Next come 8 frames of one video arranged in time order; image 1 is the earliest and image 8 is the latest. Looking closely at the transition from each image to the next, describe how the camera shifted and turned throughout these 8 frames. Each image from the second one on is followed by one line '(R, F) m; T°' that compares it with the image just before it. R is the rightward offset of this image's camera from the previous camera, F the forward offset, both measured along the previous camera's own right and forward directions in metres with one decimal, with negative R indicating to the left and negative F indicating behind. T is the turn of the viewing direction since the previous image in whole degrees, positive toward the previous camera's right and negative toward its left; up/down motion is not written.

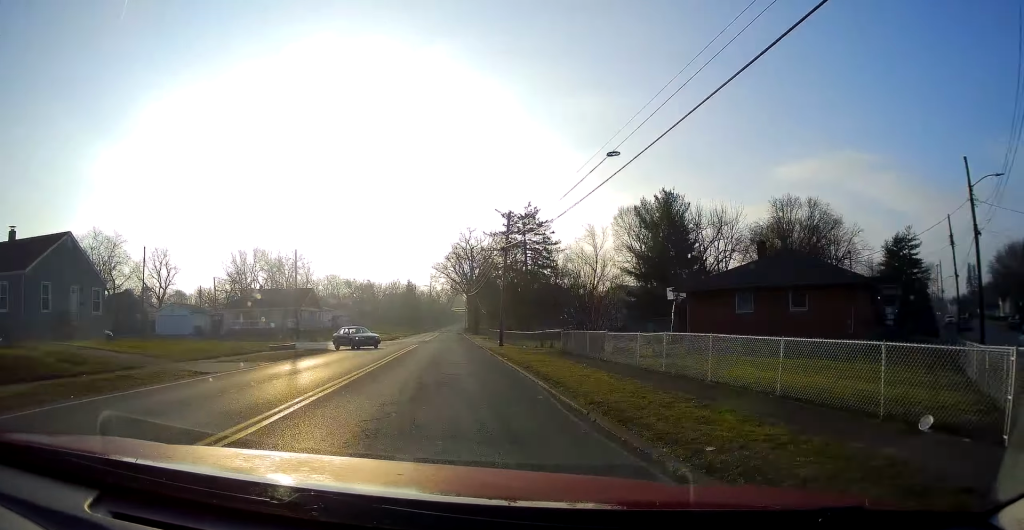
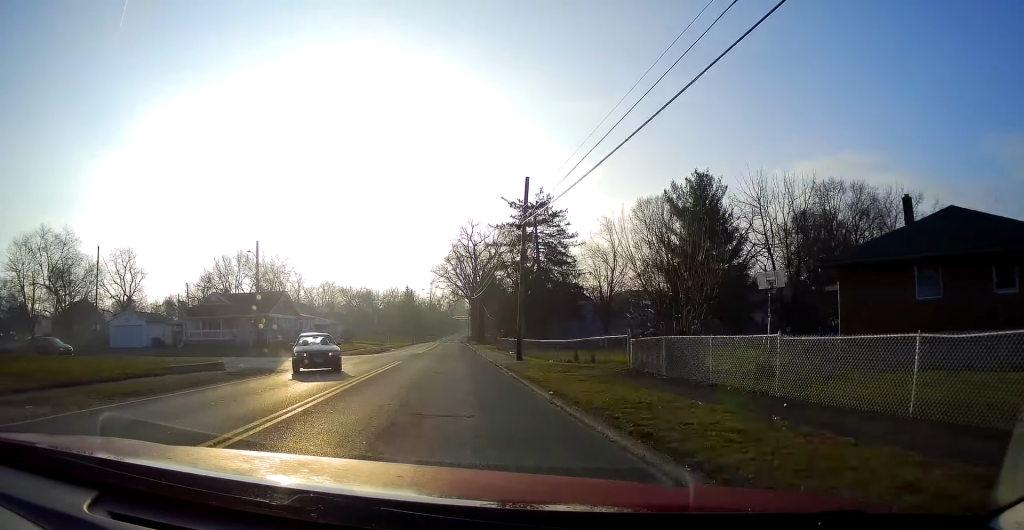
(0.0, +12.5) m; 0°
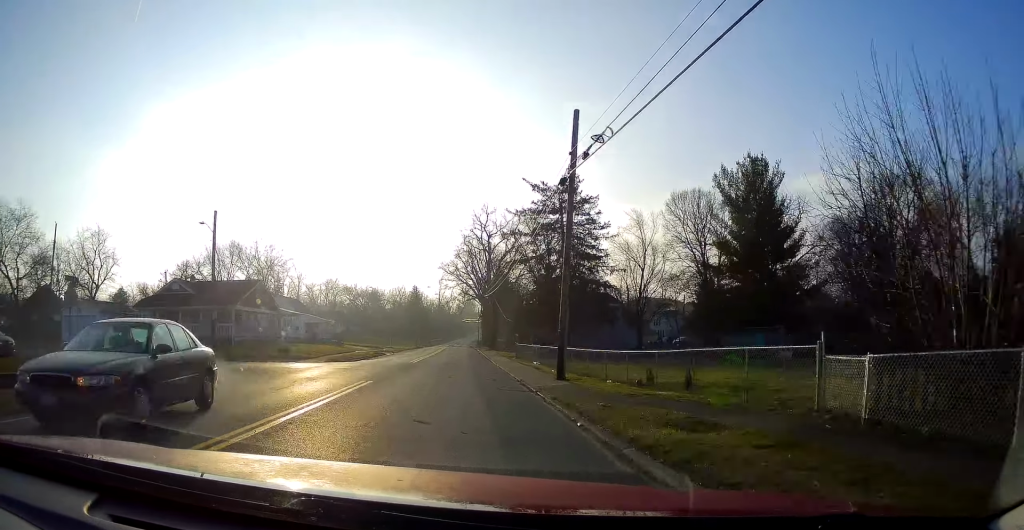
(0.0, +11.3) m; 0°
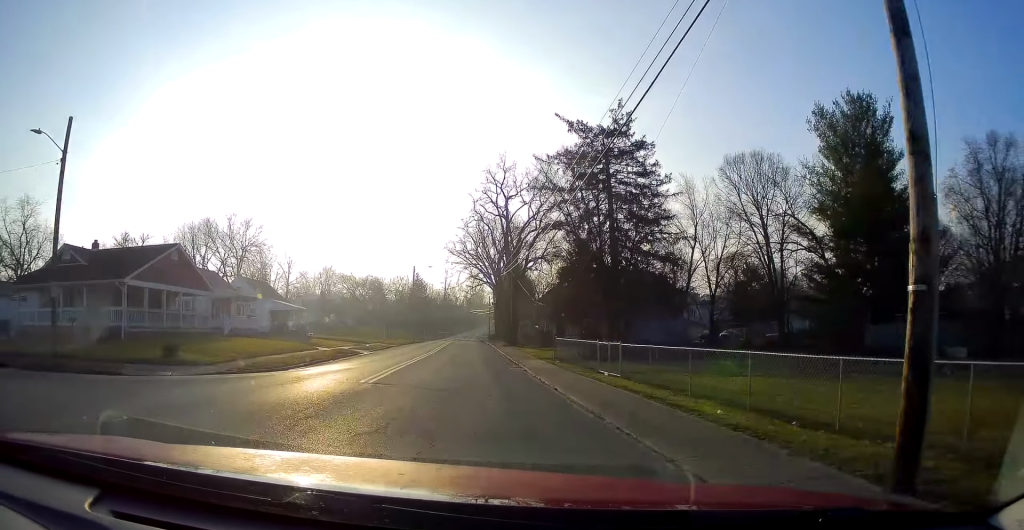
(0.0, +17.7) m; -1°
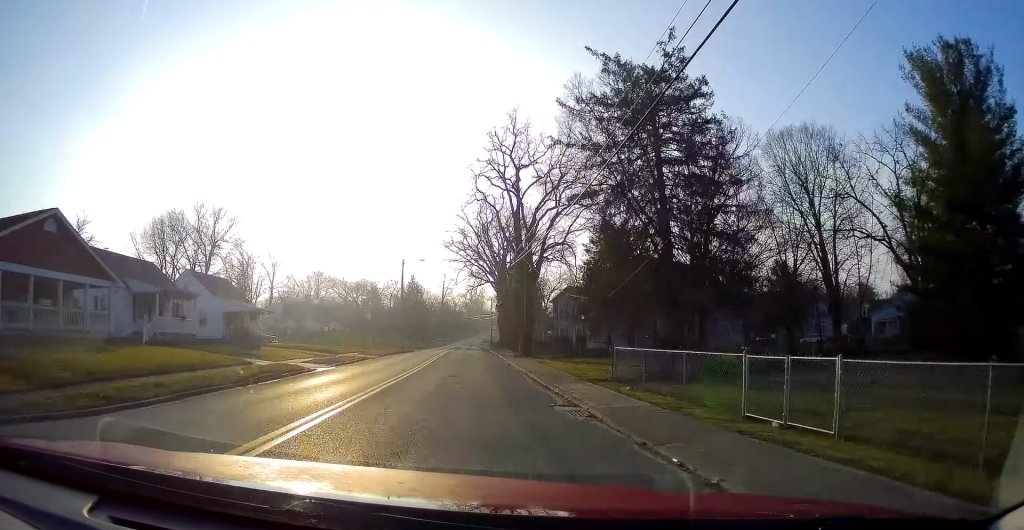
(-0.3, +12.6) m; 0°
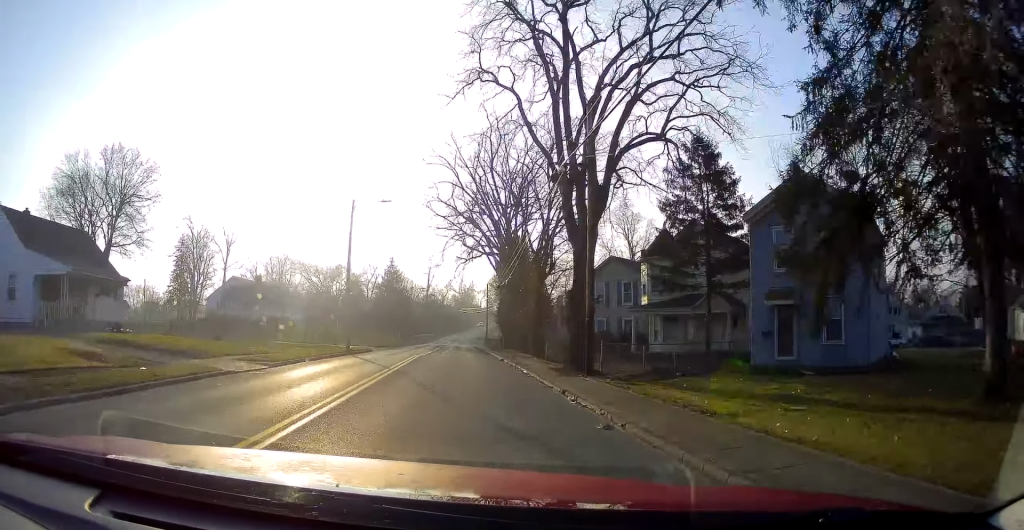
(+0.3, +24.0) m; +1°
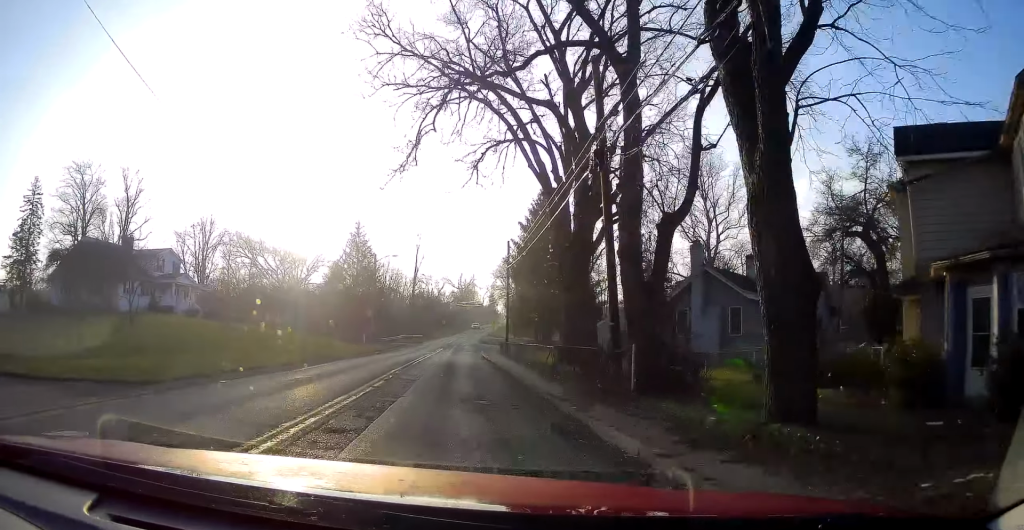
(+0.5, +40.5) m; 0°
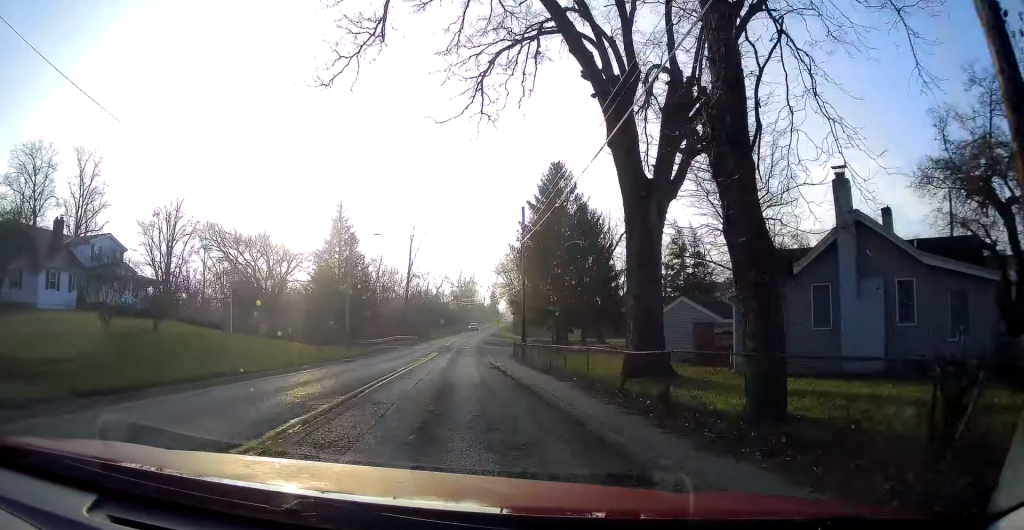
(-0.2, +12.2) m; -1°
